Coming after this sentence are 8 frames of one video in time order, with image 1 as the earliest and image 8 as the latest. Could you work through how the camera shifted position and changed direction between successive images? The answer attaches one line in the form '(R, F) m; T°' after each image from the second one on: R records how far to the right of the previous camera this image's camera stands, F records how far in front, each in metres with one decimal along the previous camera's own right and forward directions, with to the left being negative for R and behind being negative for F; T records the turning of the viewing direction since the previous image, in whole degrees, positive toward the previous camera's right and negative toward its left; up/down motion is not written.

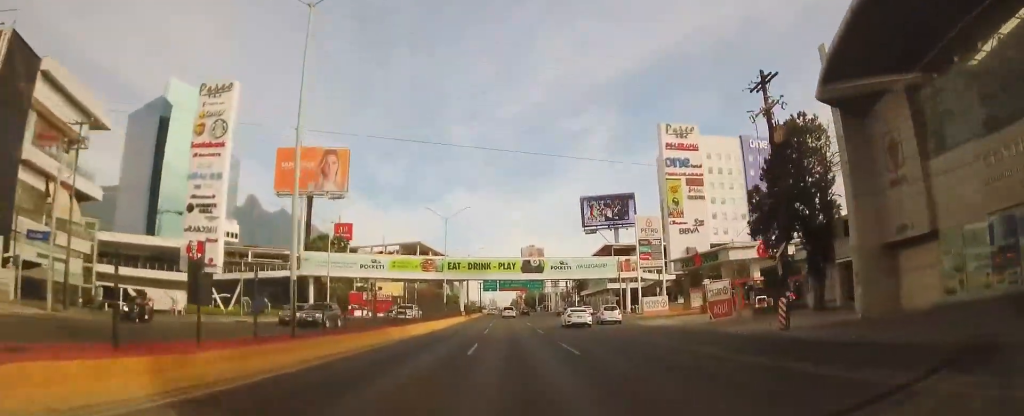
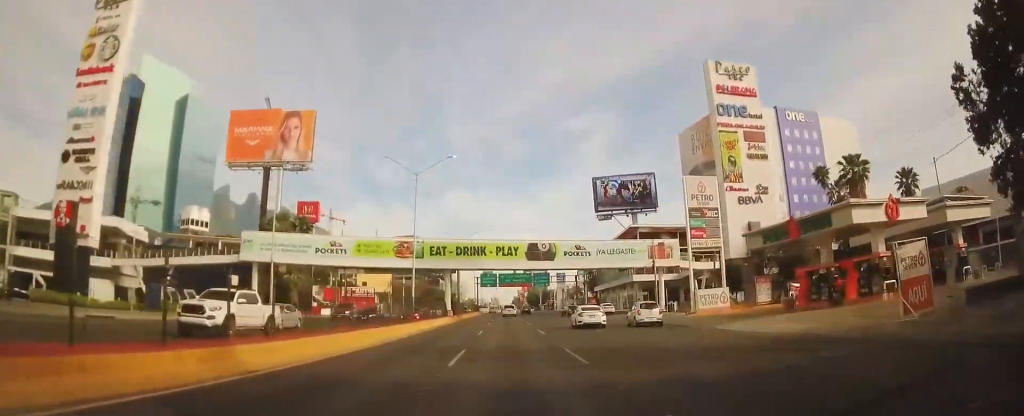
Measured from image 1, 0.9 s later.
(0.0, +18.5) m; 0°
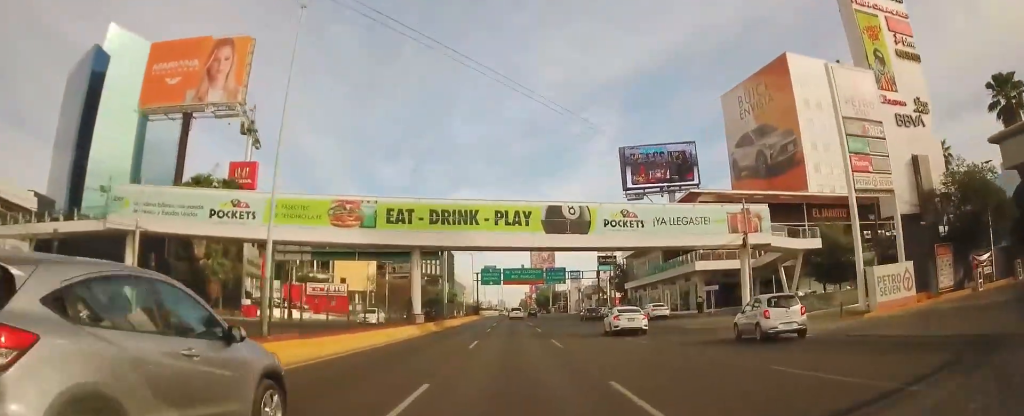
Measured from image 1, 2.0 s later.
(0.0, +23.4) m; 0°
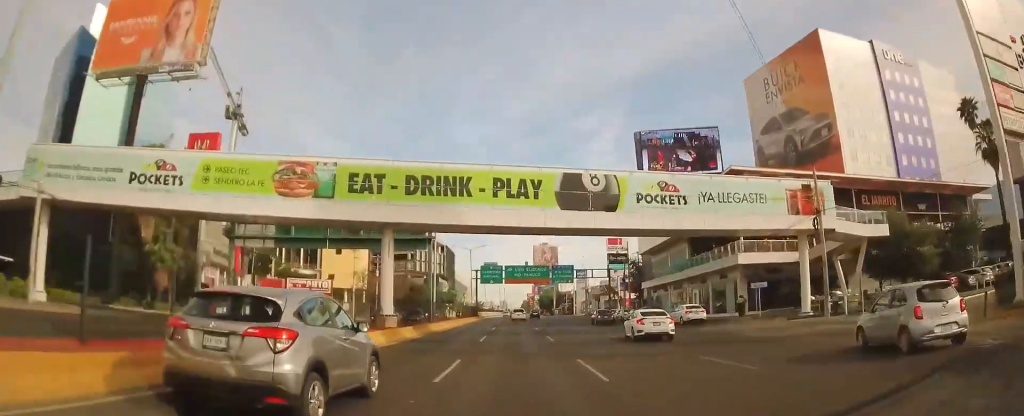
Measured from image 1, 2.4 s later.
(0.0, +9.5) m; 0°
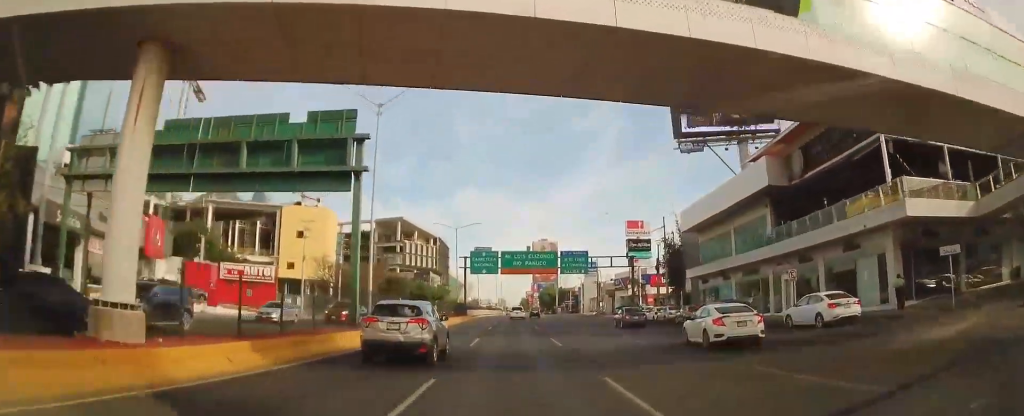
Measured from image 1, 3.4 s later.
(0.0, +20.0) m; -1°
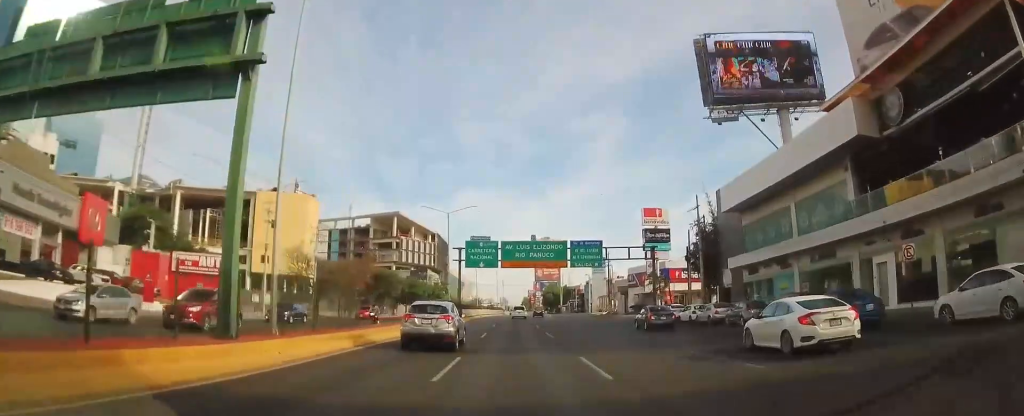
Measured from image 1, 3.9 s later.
(-0.1, +10.3) m; 0°
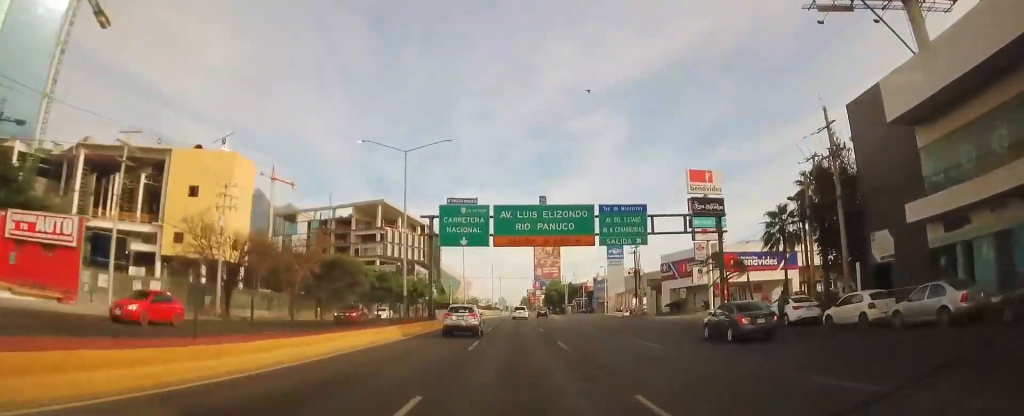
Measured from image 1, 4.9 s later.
(+0.2, +21.8) m; 0°
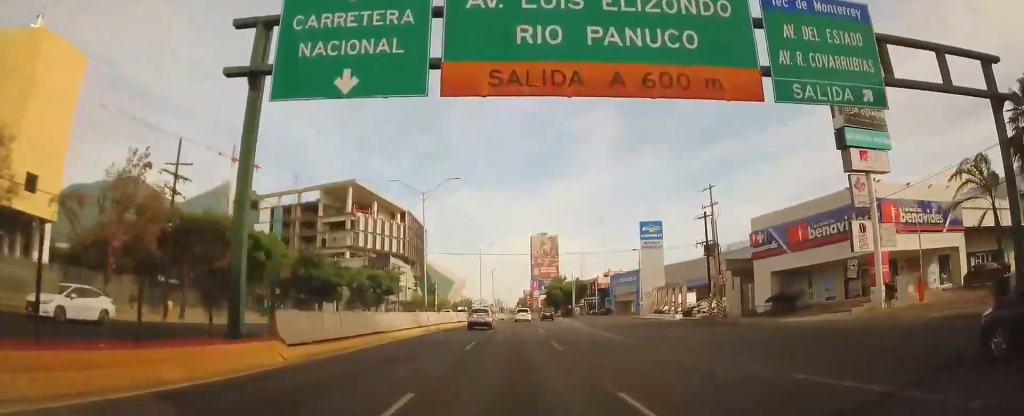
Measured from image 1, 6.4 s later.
(-0.6, +28.9) m; -1°
